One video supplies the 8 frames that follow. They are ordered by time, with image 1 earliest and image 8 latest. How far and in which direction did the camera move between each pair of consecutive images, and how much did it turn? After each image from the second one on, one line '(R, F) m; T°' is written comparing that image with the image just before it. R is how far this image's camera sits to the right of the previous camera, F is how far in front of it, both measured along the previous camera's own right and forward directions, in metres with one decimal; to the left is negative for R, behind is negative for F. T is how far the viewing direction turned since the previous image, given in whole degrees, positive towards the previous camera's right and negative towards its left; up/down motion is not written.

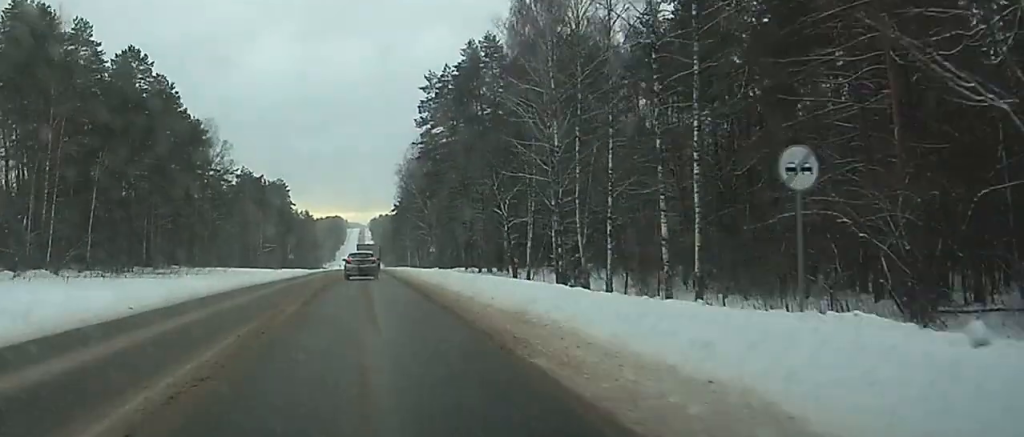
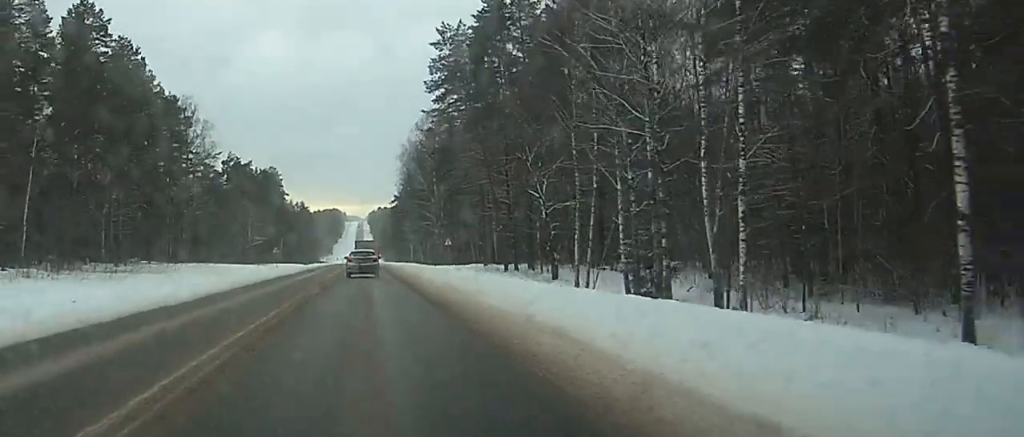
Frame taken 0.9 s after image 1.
(0.0, +19.1) m; 0°
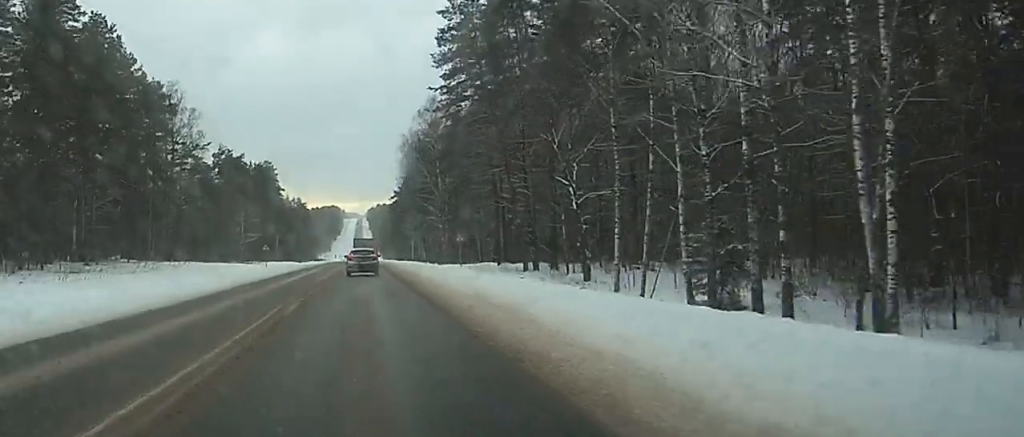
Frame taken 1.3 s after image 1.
(0.0, +10.5) m; 0°
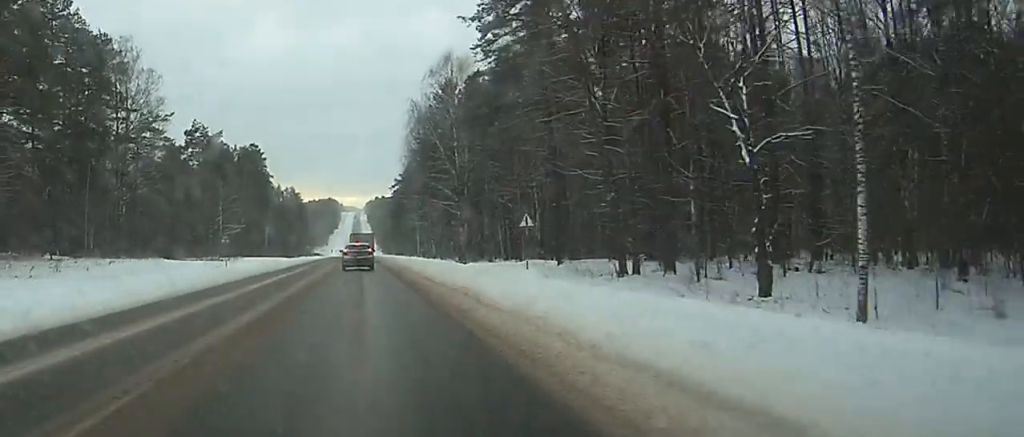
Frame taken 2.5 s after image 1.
(0.0, +27.2) m; 0°
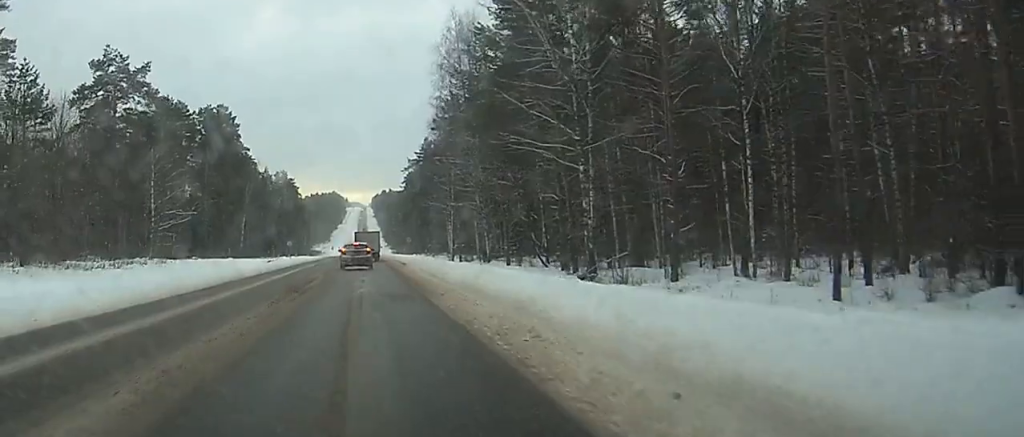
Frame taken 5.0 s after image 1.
(+0.1, +58.4) m; 0°
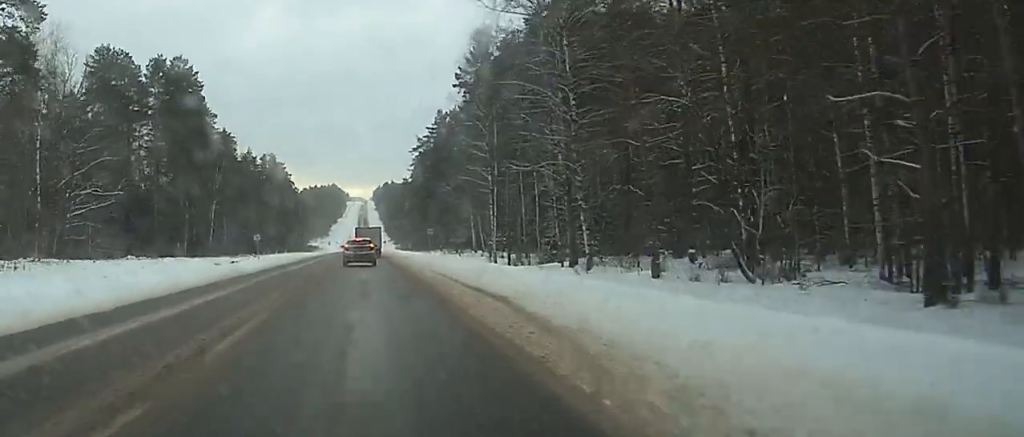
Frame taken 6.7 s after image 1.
(-0.2, +40.3) m; 0°
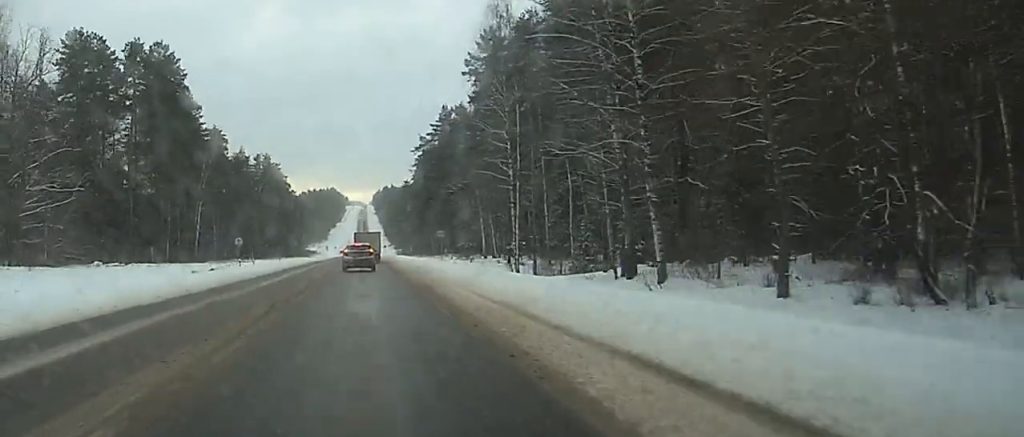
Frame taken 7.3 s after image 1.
(0.0, +12.6) m; 0°
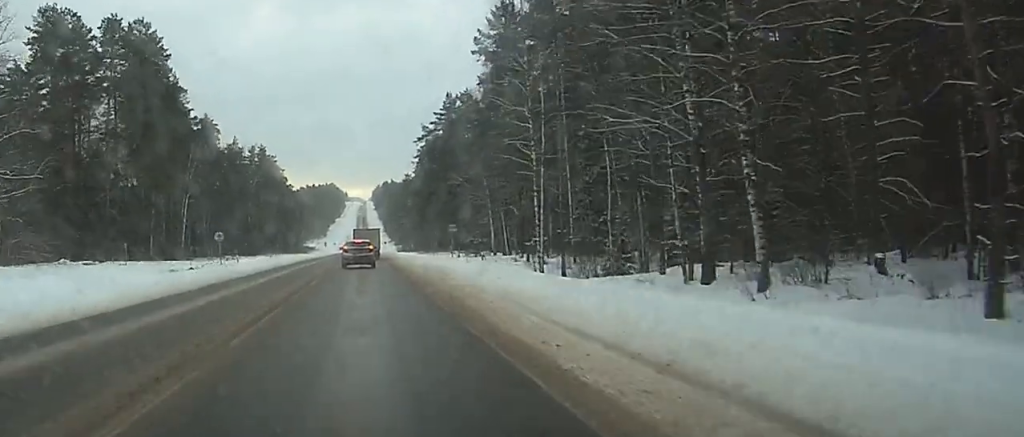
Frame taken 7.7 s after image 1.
(0.0, +10.3) m; 0°
